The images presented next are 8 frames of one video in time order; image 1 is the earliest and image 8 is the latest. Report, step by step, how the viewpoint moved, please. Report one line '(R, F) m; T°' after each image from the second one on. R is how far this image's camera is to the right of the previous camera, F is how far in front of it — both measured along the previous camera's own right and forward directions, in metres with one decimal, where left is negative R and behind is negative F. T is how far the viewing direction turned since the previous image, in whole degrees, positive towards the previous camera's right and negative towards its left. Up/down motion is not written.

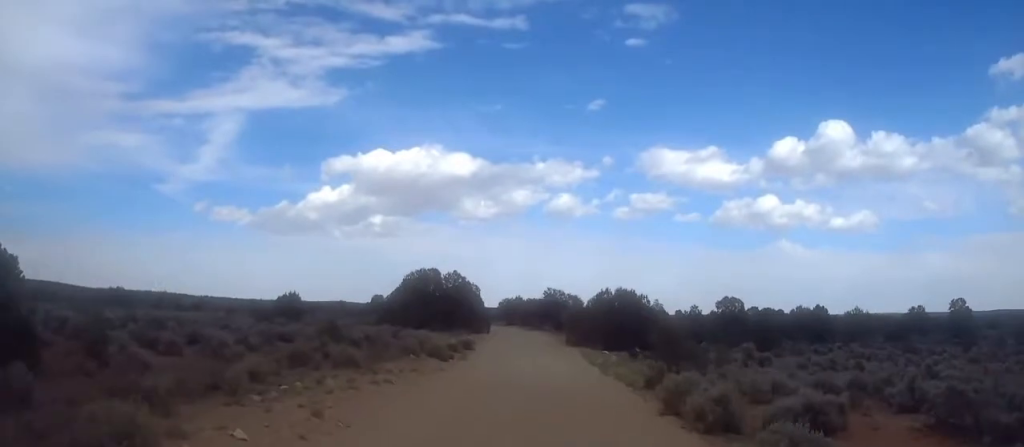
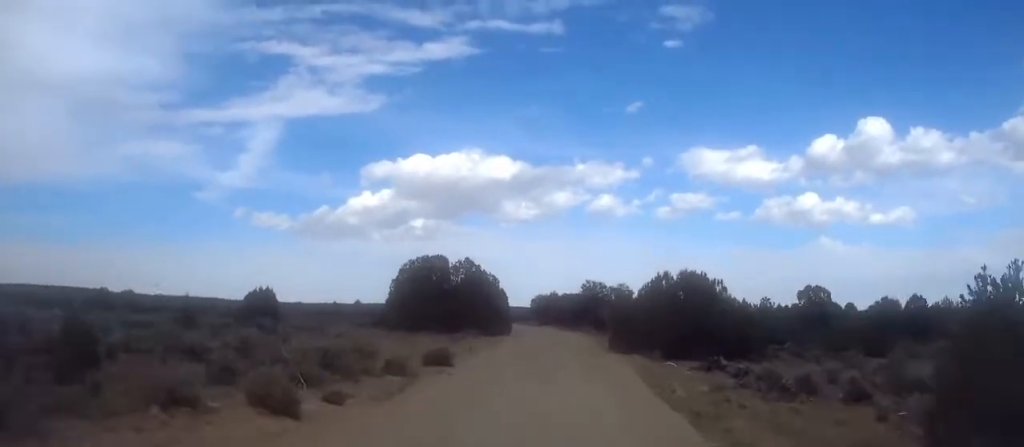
(-0.2, +17.7) m; -1°
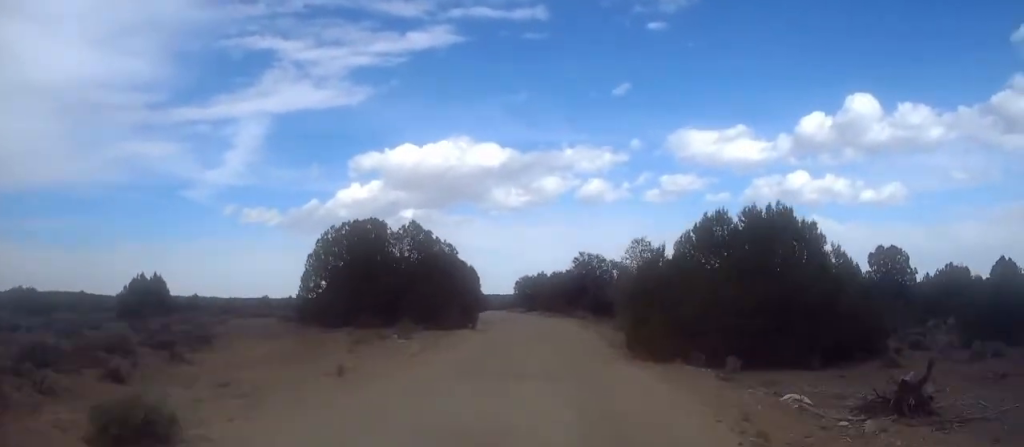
(+0.1, +18.2) m; -1°
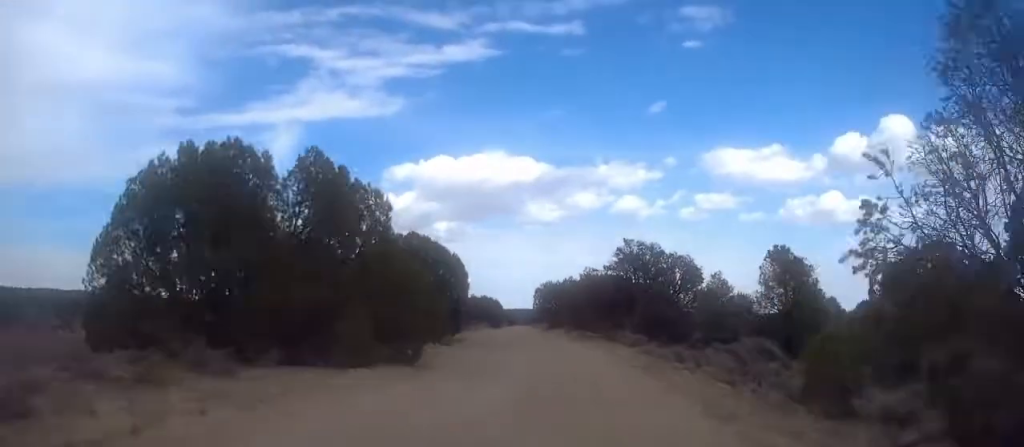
(-0.6, +23.2) m; -2°
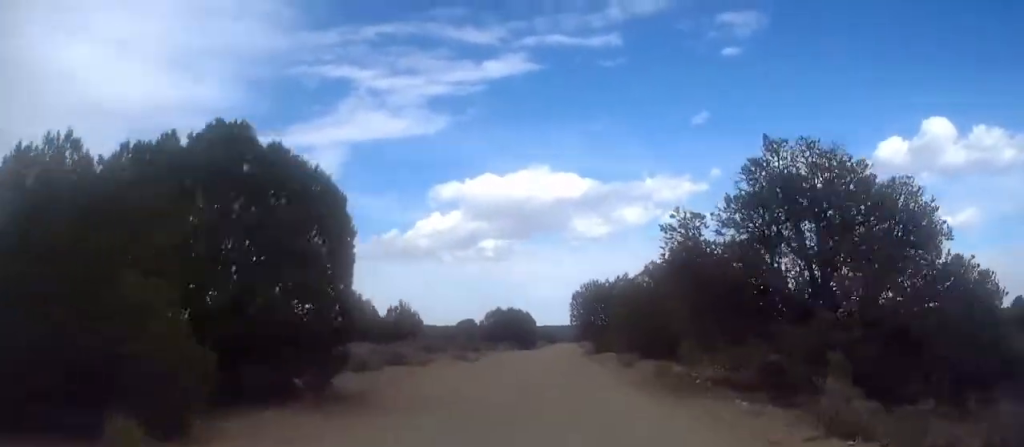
(-0.7, +26.5) m; -4°
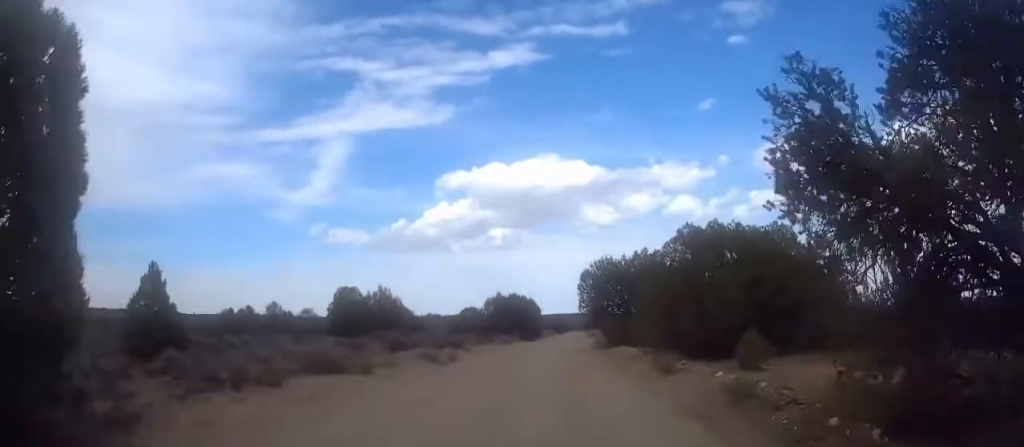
(0.0, +9.4) m; -2°
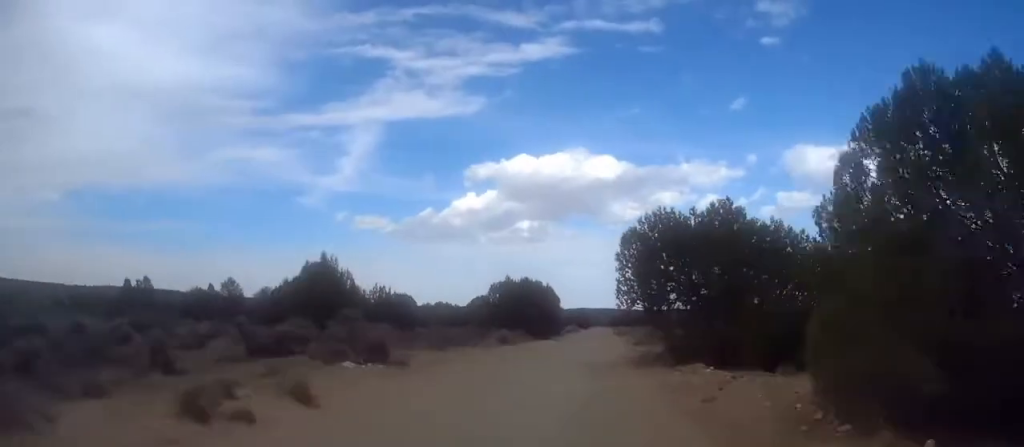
(-0.5, +17.8) m; -1°
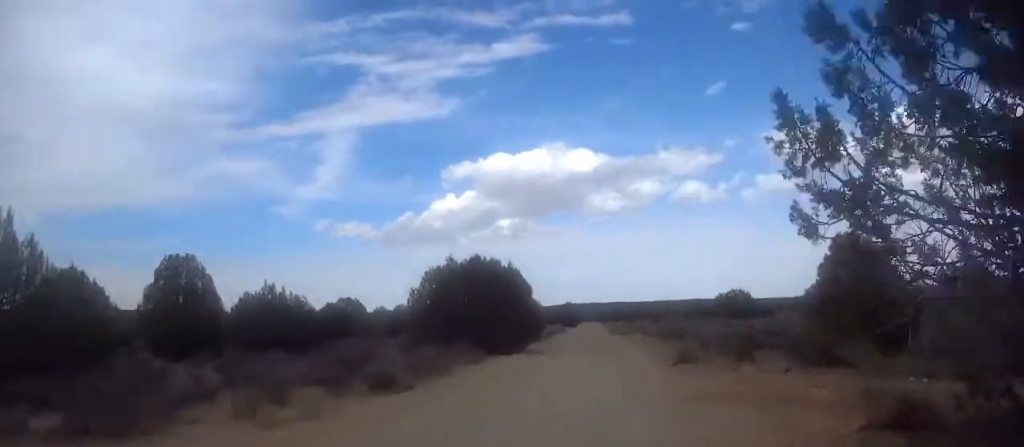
(0.0, +23.7) m; +1°
